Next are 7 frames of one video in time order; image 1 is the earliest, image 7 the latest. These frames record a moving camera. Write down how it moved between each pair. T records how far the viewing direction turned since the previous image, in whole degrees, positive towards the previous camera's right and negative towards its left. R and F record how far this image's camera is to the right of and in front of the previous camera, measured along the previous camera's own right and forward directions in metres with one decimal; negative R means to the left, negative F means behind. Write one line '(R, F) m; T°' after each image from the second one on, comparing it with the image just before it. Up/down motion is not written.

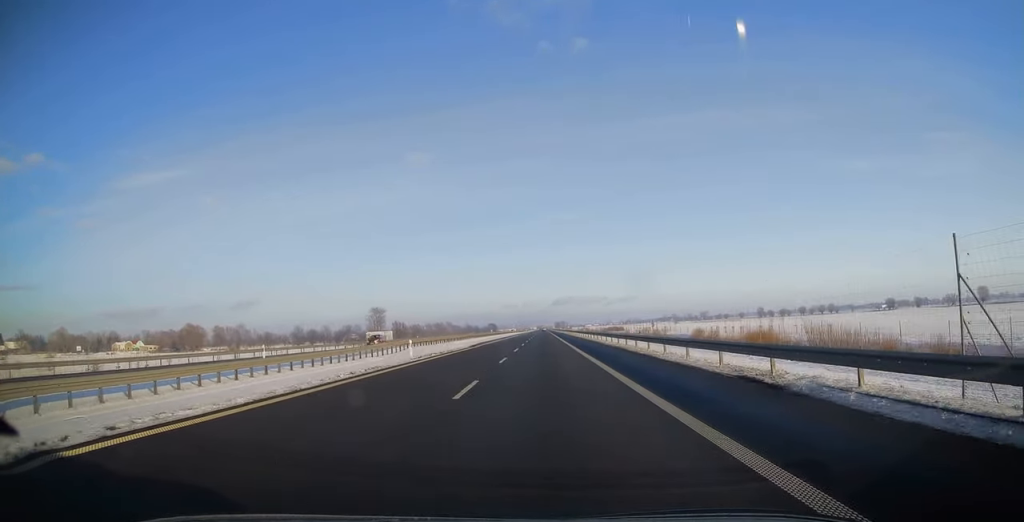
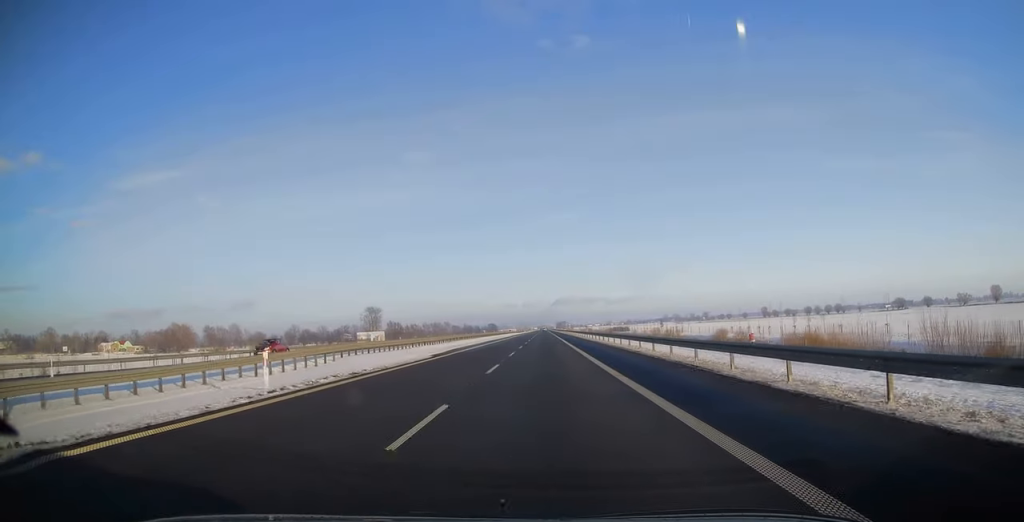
(-0.1, +17.0) m; 0°
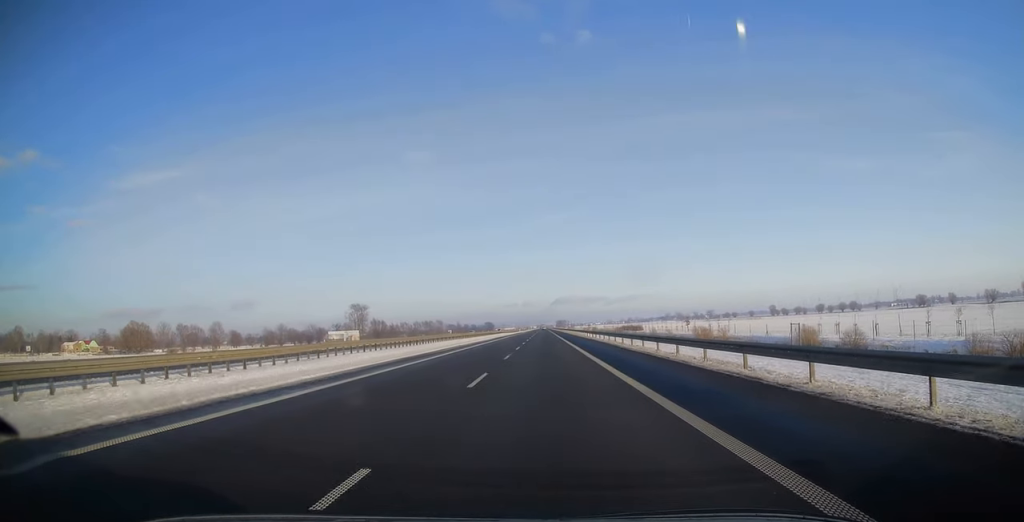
(-0.4, +40.9) m; 0°
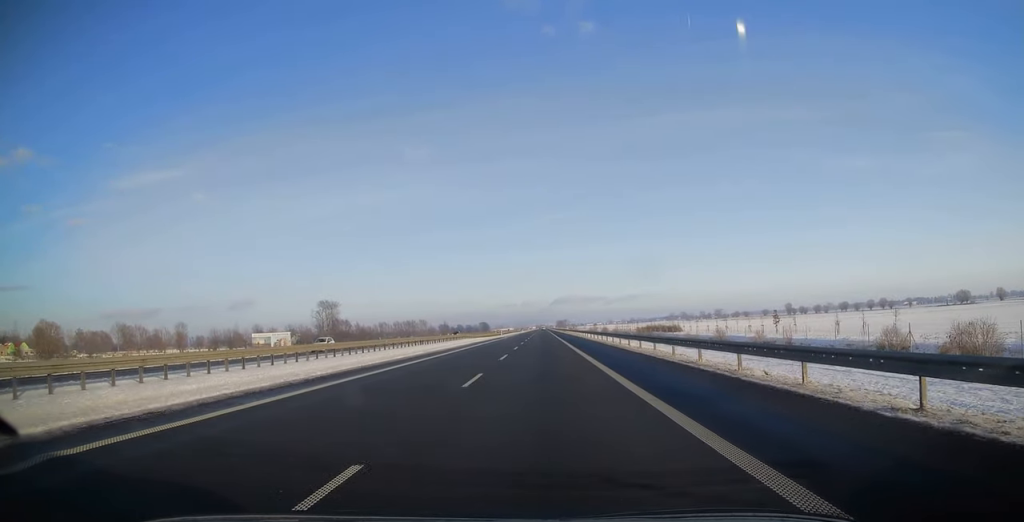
(+0.3, +71.7) m; 0°
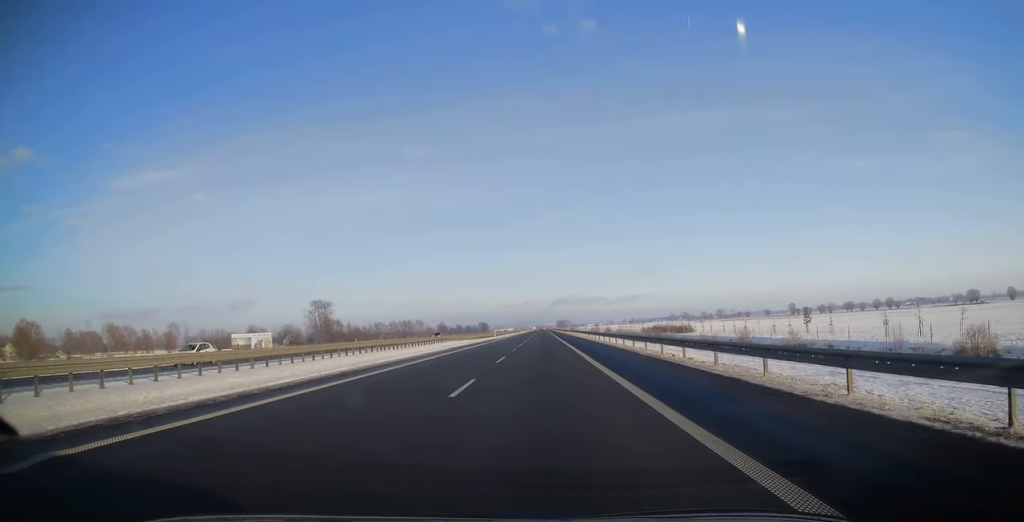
(0.0, +13.8) m; 0°
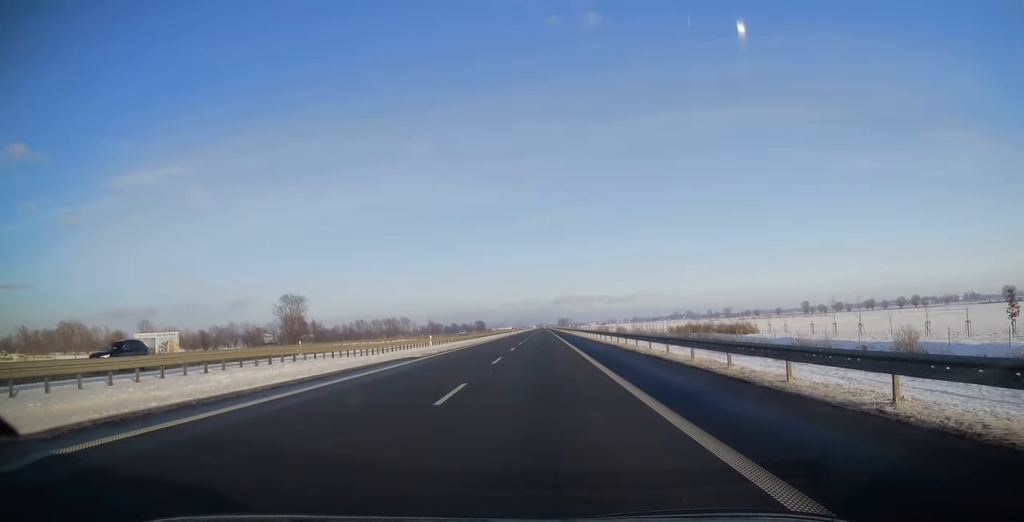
(+0.6, +49.4) m; +1°
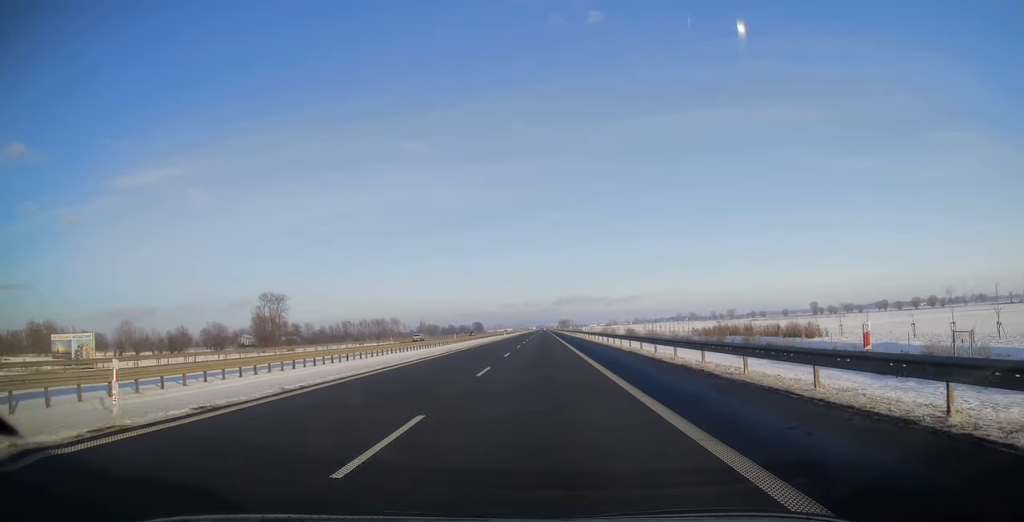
(-0.3, +29.2) m; 0°
